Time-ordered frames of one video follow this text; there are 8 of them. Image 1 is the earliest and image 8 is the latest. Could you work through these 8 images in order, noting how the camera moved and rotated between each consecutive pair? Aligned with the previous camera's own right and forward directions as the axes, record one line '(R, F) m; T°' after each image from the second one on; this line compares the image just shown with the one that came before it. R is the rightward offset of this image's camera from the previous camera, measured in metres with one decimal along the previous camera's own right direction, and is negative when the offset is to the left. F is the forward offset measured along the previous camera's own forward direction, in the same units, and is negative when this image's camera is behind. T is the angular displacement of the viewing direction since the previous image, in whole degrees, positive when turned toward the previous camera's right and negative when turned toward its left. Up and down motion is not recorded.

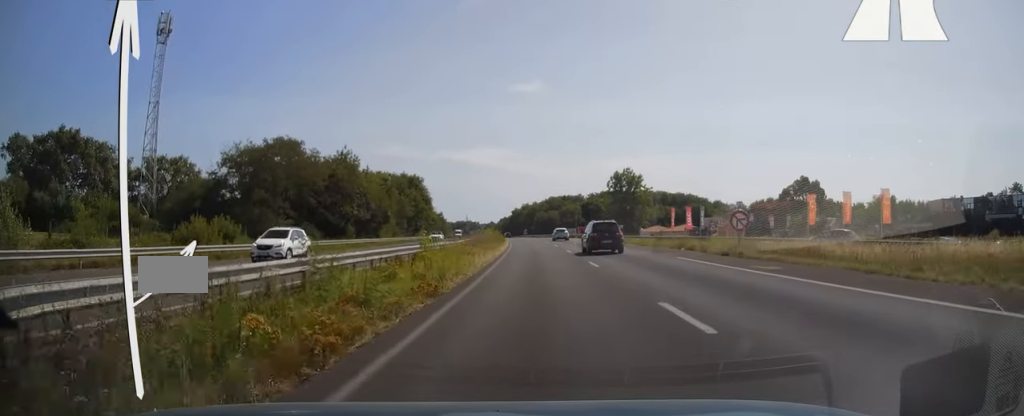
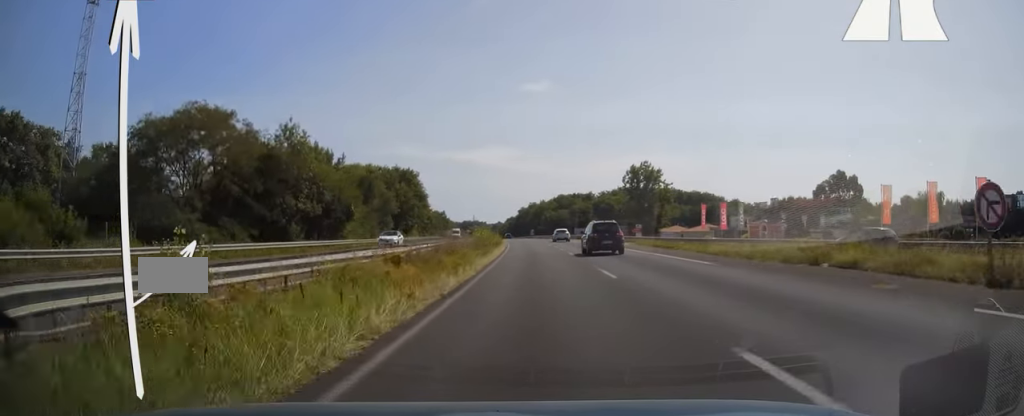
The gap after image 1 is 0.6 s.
(-0.1, +17.4) m; -1°
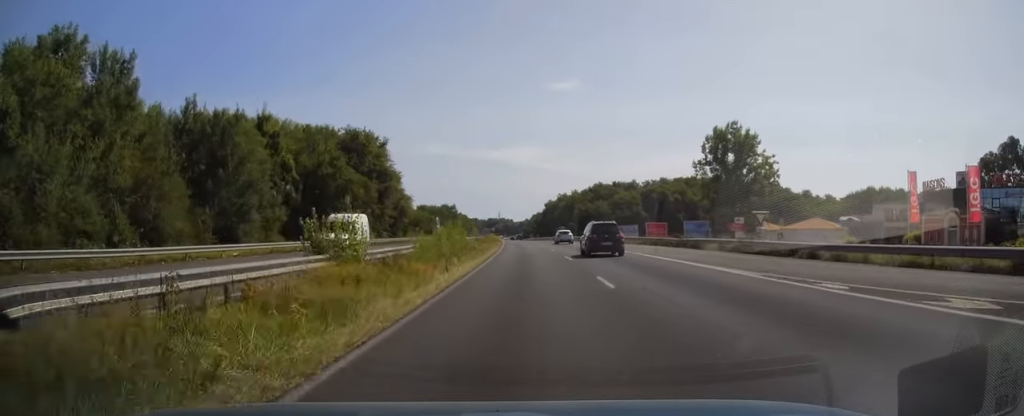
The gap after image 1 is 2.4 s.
(-1.8, +55.3) m; -3°
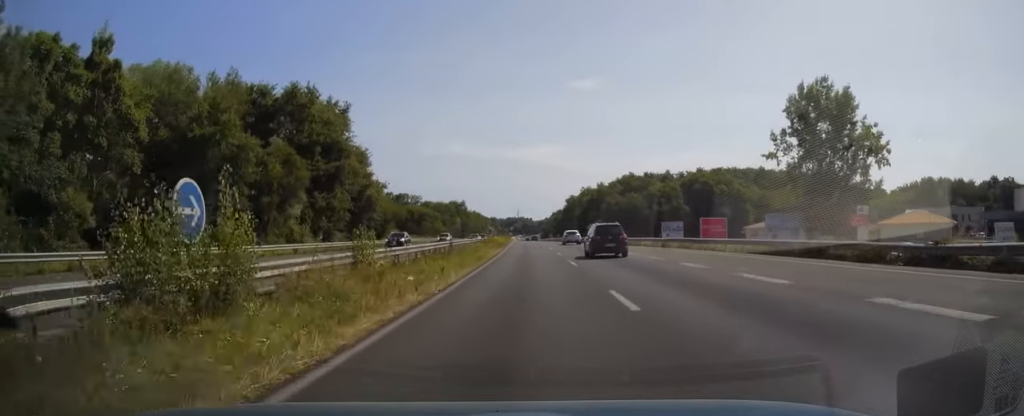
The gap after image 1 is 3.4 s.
(-0.2, +29.2) m; -1°
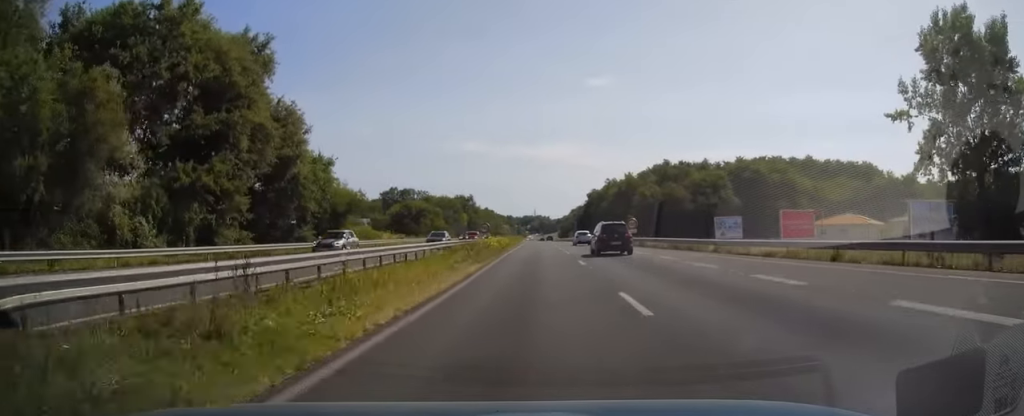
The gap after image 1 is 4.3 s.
(-0.4, +26.5) m; -2°
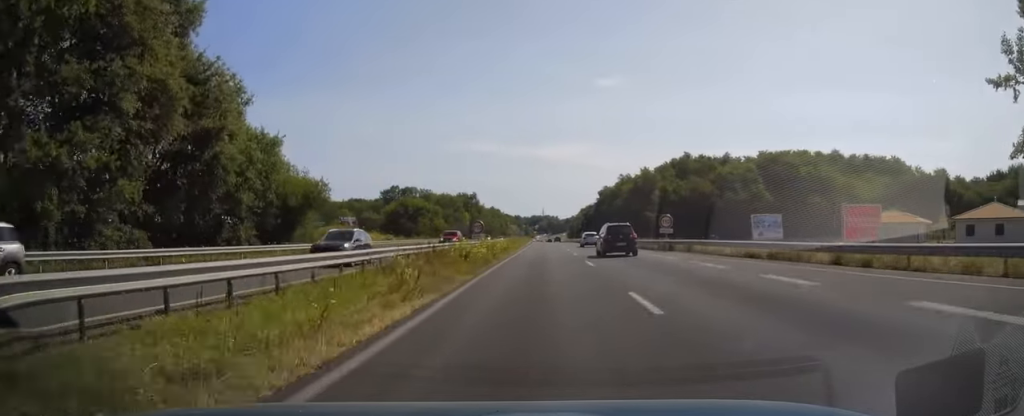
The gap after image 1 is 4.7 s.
(-0.2, +13.2) m; 0°
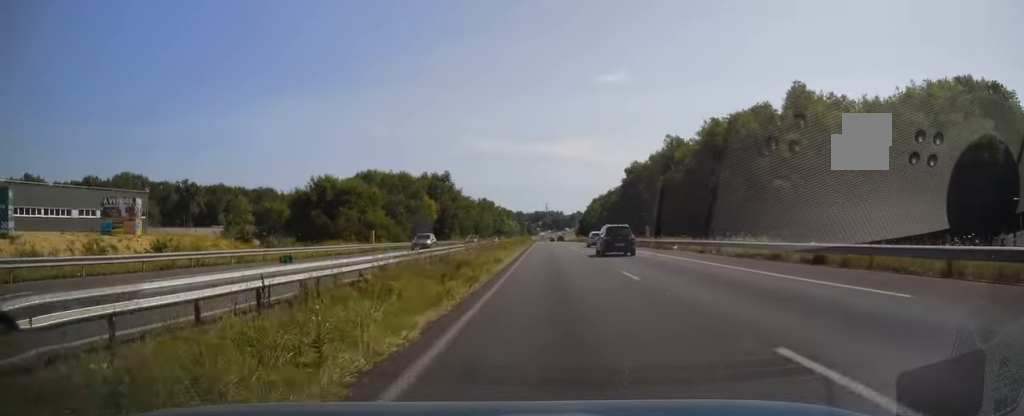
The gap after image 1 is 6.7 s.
(-1.1, +58.2) m; -2°
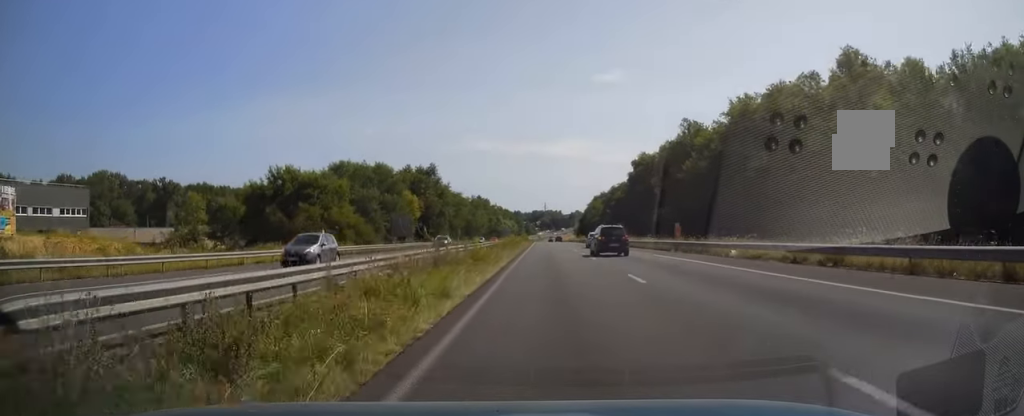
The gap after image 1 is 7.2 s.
(-0.1, +14.2) m; 0°
